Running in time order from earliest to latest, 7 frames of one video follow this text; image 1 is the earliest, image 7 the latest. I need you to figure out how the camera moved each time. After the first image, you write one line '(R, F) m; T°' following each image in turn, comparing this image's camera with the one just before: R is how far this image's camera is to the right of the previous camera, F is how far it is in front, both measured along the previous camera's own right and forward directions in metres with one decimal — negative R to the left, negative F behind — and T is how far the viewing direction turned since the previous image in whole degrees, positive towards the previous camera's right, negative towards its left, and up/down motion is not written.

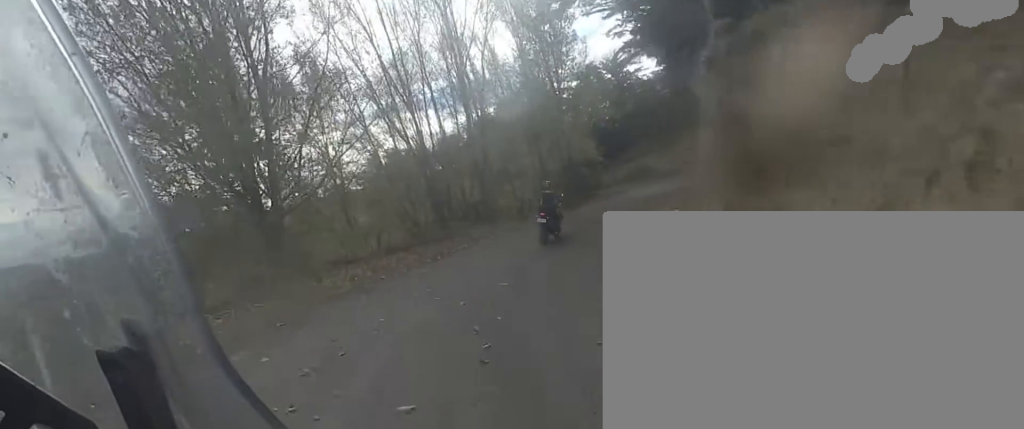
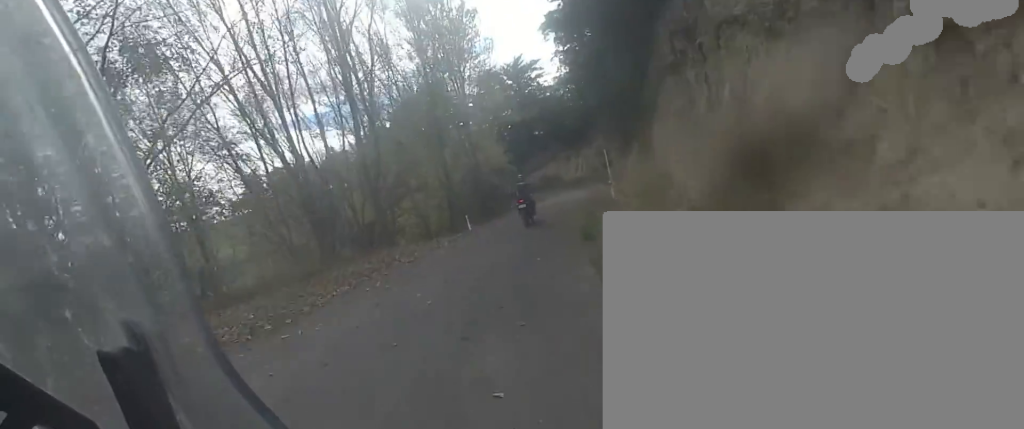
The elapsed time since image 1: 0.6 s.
(+0.4, +6.4) m; +8°
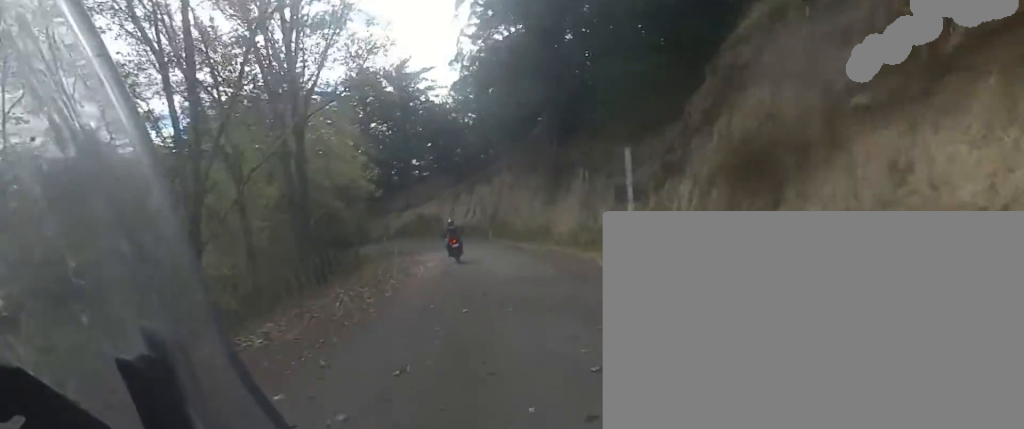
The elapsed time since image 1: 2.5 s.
(+4.5, +20.7) m; +18°
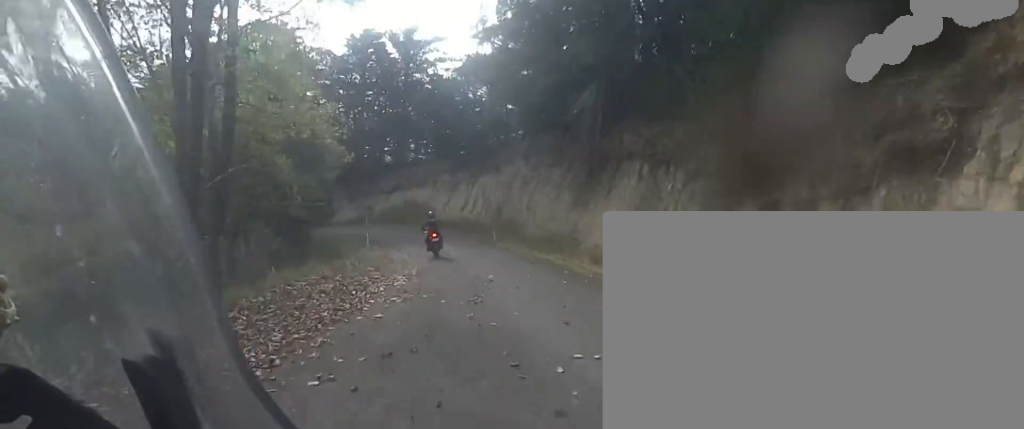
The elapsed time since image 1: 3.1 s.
(+0.5, +8.4) m; 0°
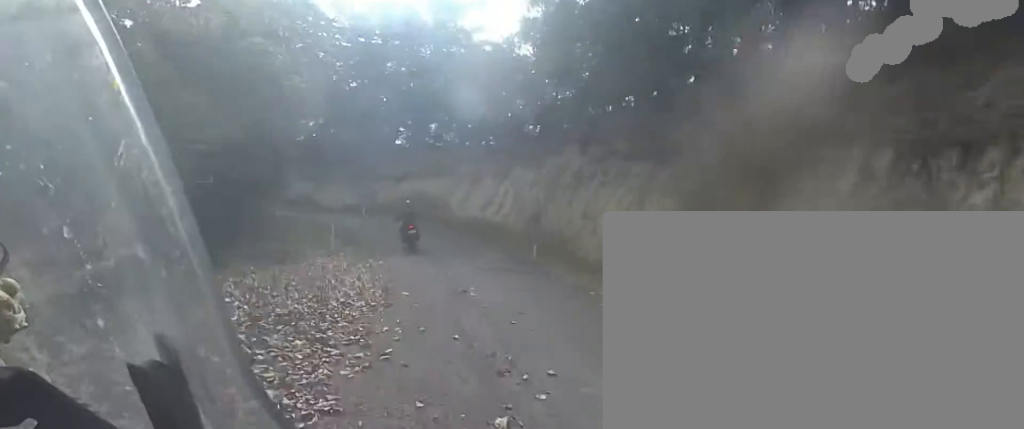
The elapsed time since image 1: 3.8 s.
(-0.5, +9.8) m; -7°
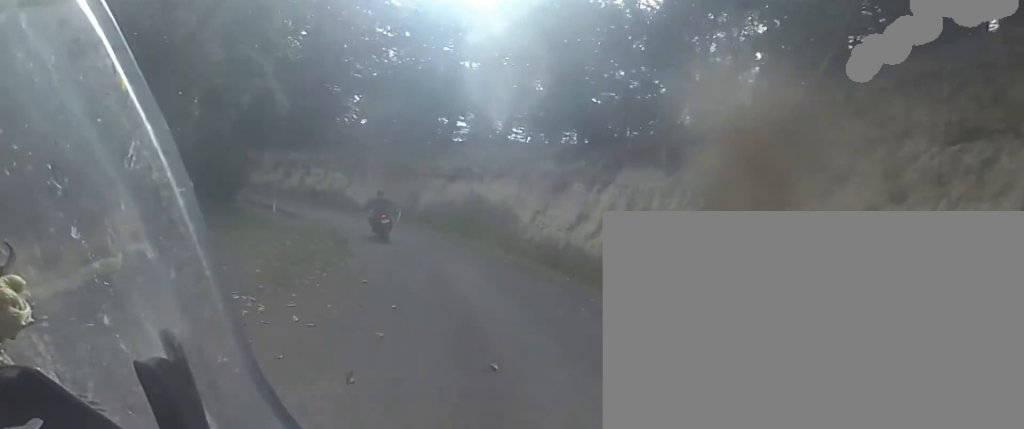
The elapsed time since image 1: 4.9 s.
(-1.4, +12.7) m; -10°
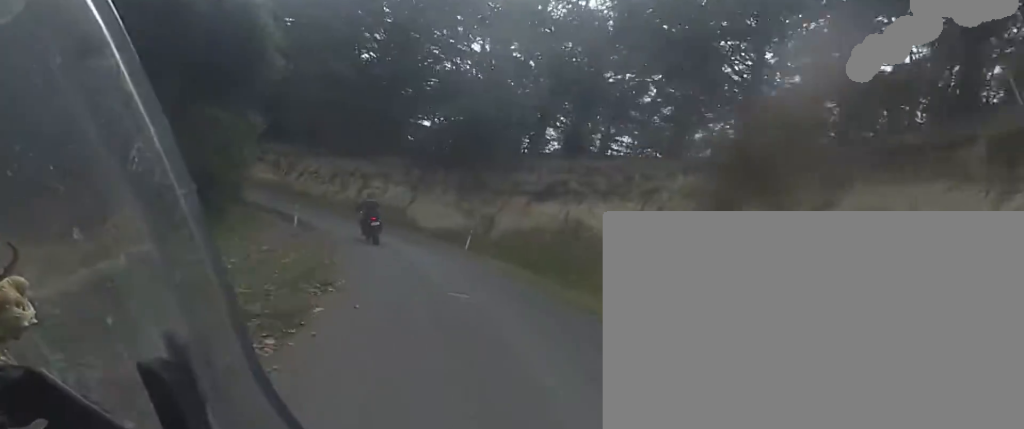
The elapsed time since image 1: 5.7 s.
(-0.6, +9.3) m; -7°
